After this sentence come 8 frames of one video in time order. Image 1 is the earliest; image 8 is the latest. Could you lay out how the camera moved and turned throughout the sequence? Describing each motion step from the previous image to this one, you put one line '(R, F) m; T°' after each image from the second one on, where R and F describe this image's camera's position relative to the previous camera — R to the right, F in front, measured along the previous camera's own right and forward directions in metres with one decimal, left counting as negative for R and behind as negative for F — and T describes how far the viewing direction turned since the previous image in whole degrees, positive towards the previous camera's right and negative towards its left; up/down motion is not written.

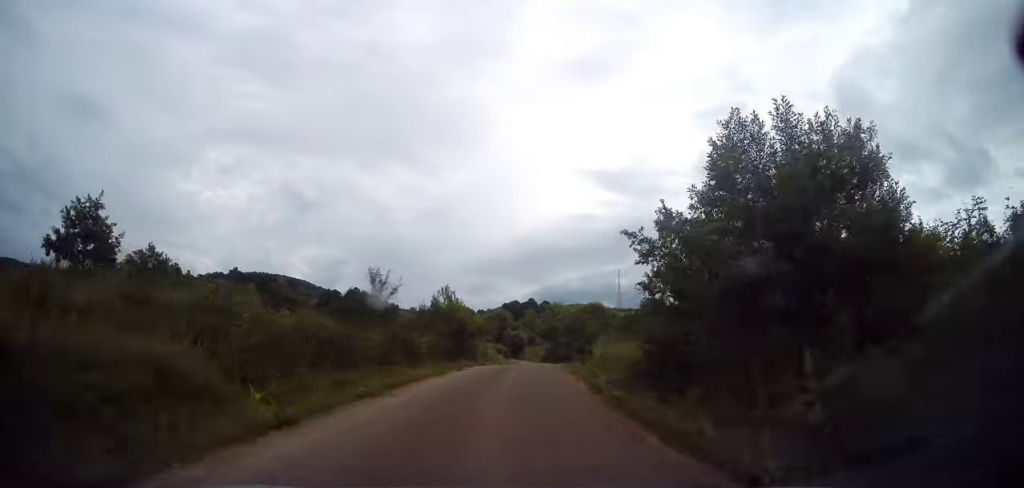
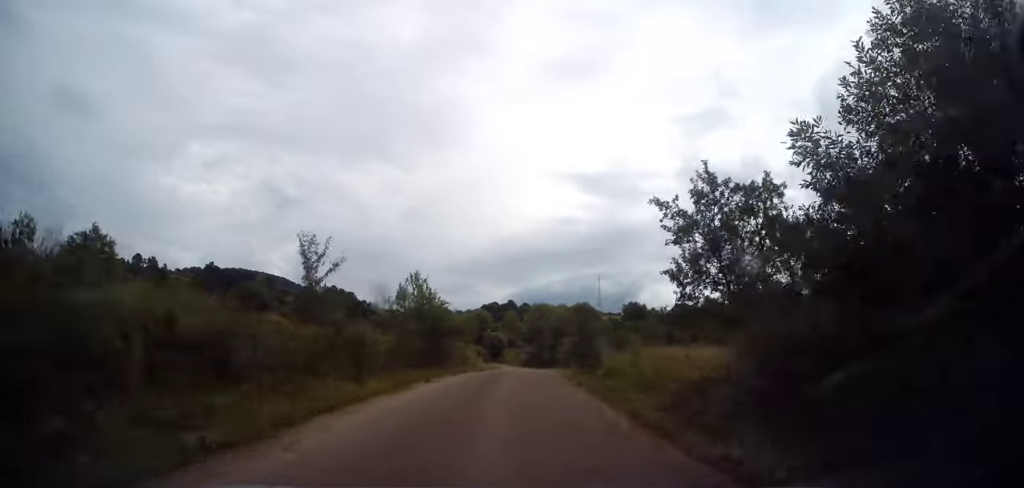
(0.0, +5.4) m; +2°
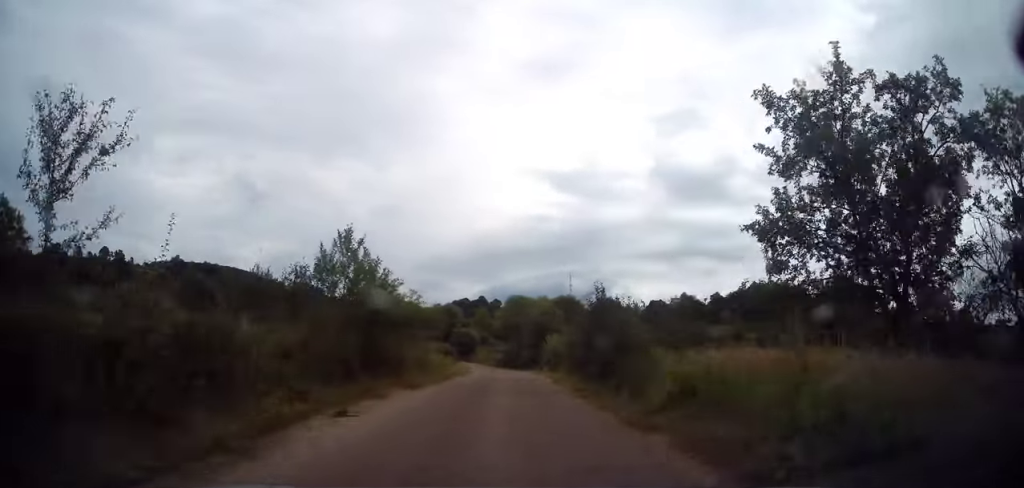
(+0.4, +7.3) m; +3°
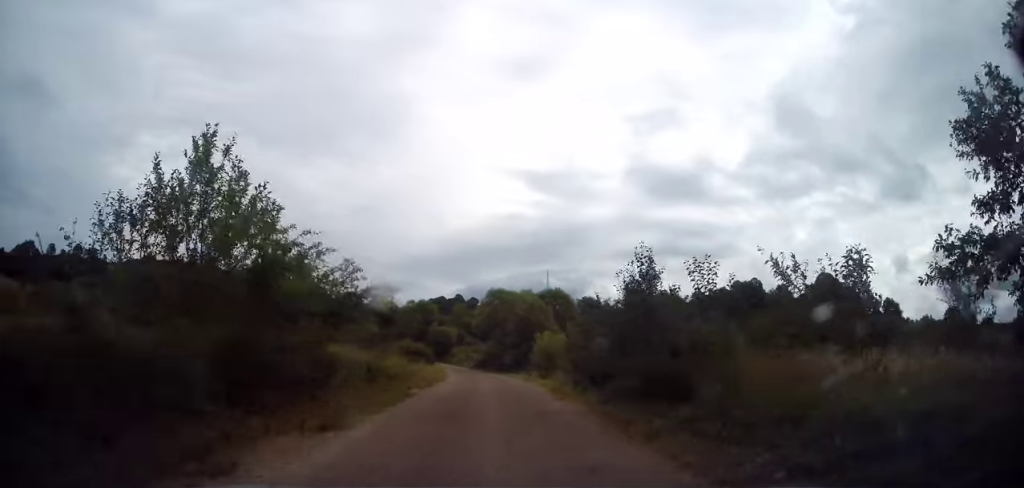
(+0.1, +6.3) m; +1°
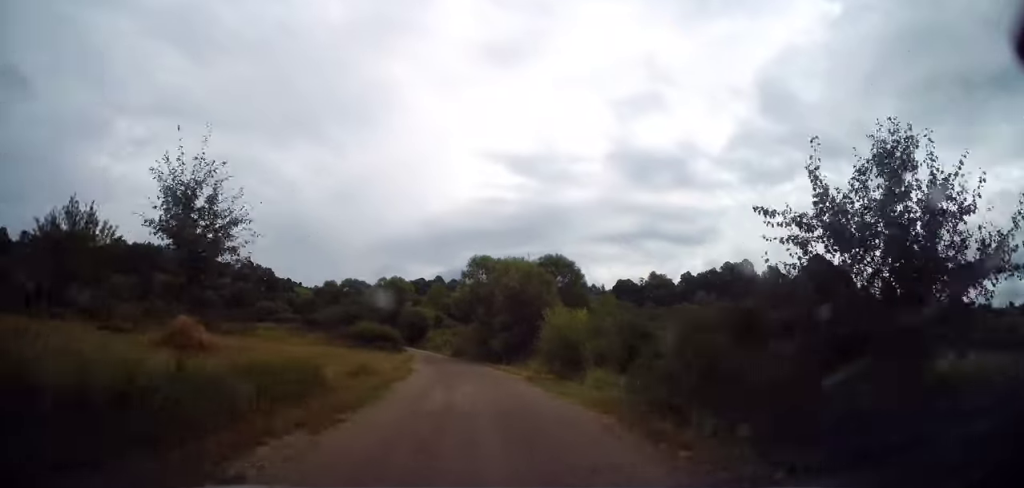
(+0.1, +10.5) m; +1°
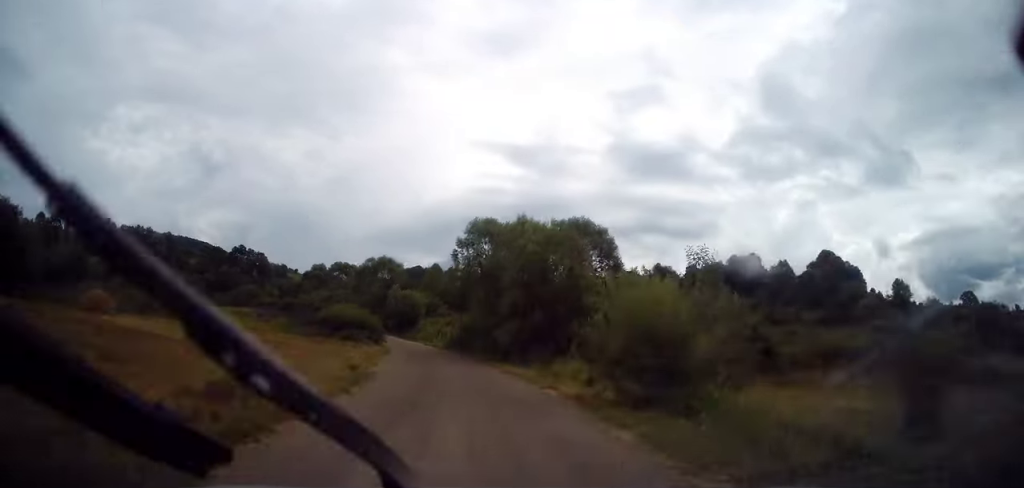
(0.0, +9.1) m; 0°
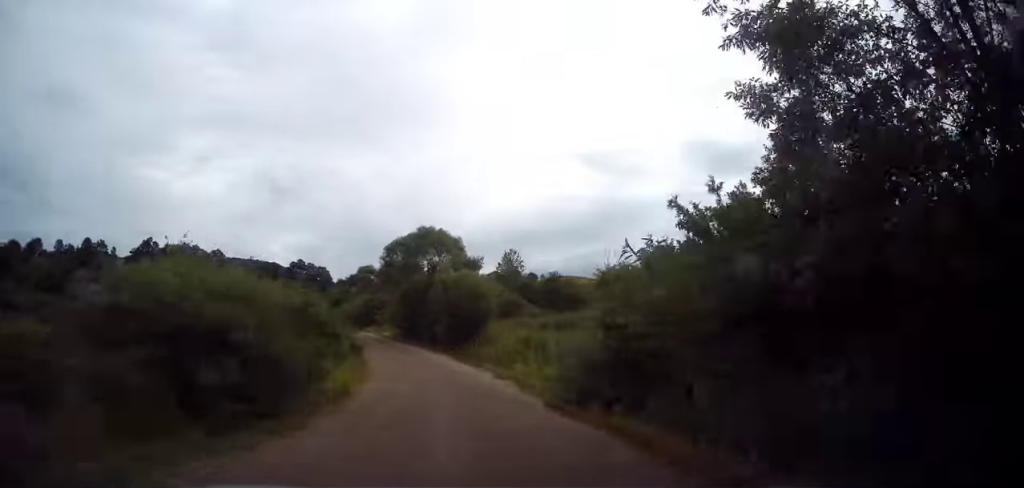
(-0.8, +27.9) m; -7°
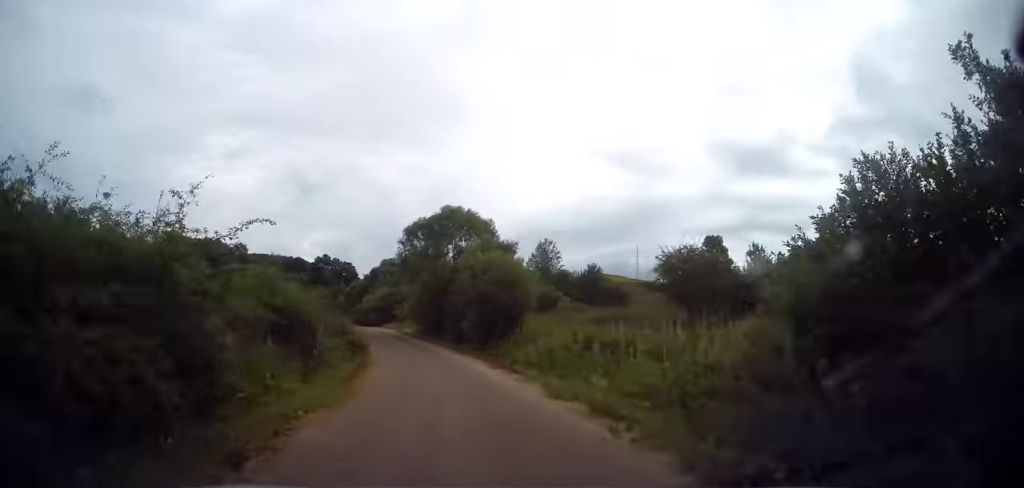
(-0.1, +6.2) m; -4°
